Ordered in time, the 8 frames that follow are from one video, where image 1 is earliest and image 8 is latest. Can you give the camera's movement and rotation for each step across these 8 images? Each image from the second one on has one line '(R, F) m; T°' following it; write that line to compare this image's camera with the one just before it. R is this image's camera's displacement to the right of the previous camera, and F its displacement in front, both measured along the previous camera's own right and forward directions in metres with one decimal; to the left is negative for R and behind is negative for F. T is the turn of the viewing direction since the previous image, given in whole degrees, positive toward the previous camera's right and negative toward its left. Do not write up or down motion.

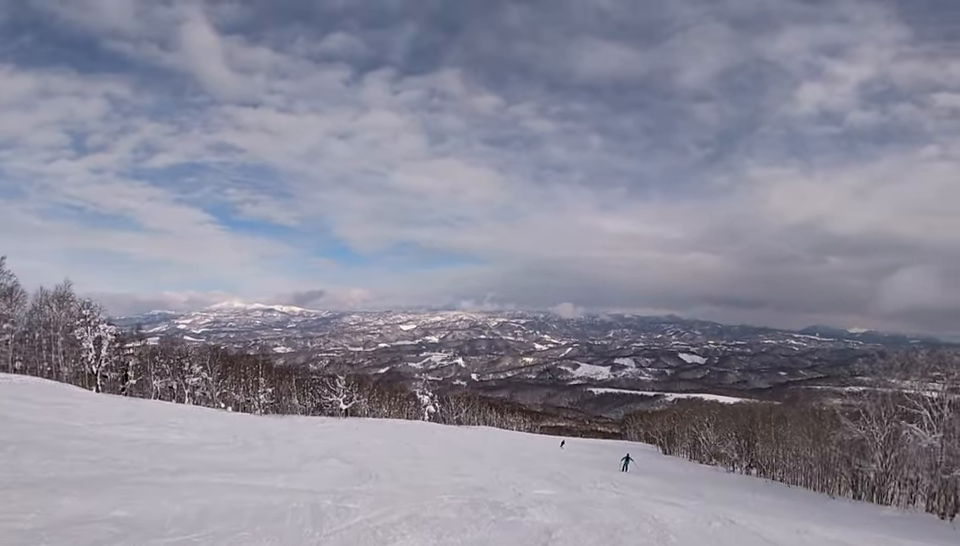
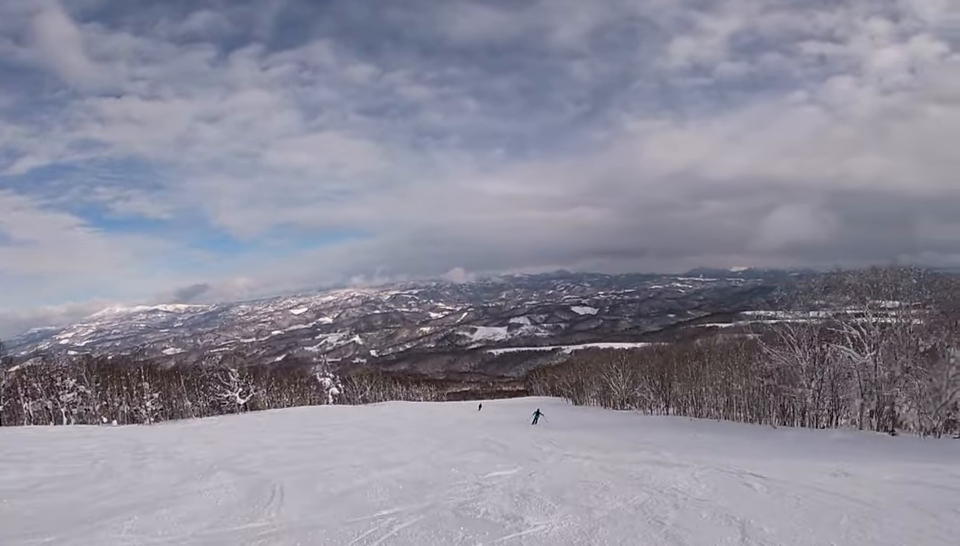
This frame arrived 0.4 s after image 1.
(0.0, +3.5) m; +6°
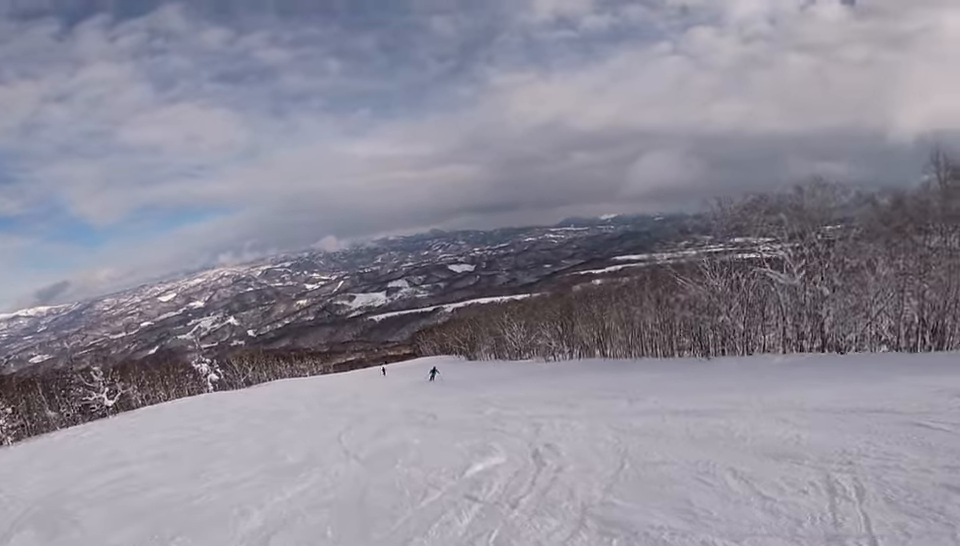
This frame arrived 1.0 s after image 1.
(+0.4, +4.5) m; +12°
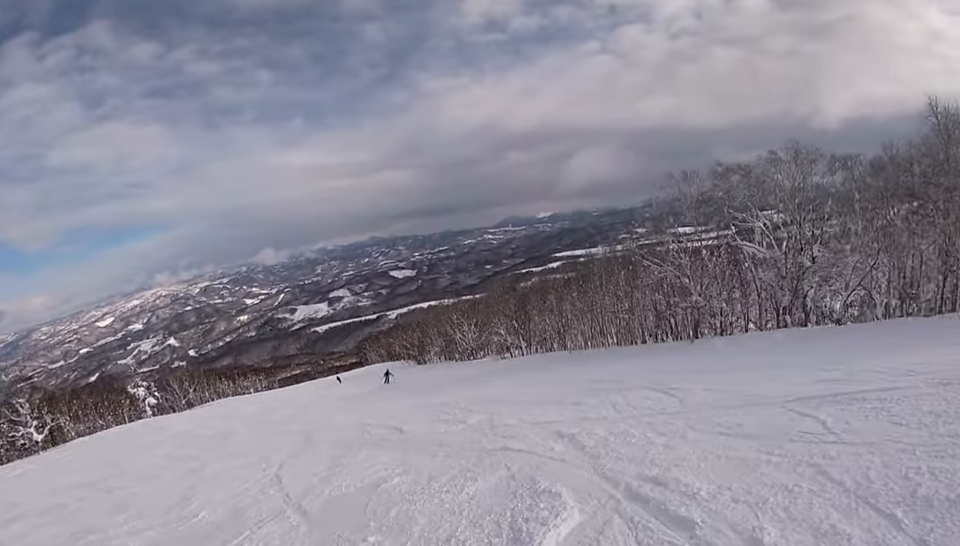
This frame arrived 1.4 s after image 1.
(0.0, +3.2) m; +7°
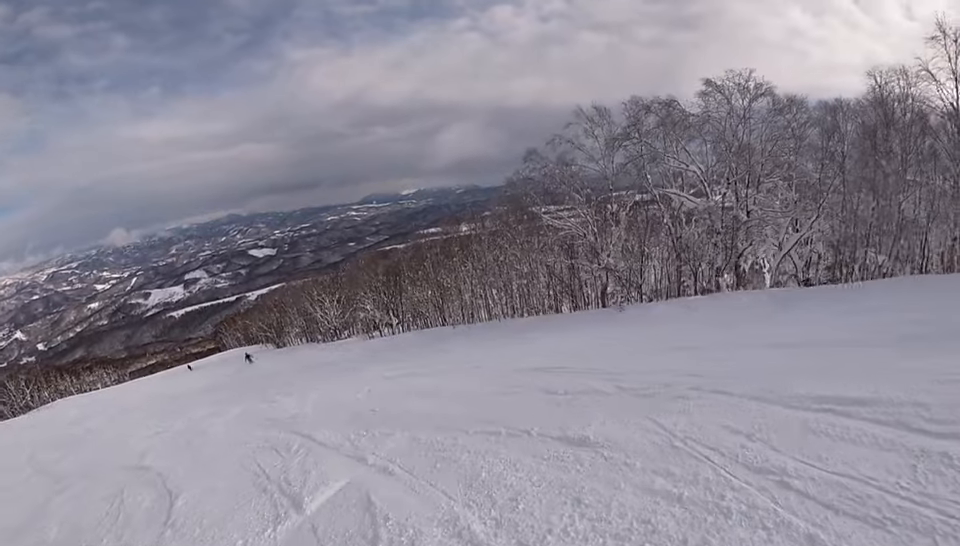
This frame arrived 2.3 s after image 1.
(+1.5, +7.2) m; +11°
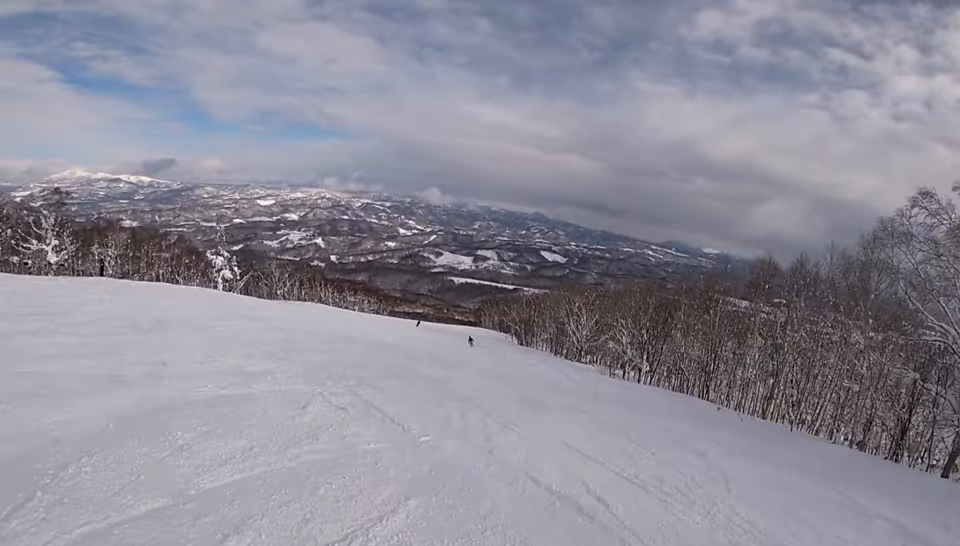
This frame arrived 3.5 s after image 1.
(-1.2, +9.0) m; -25°
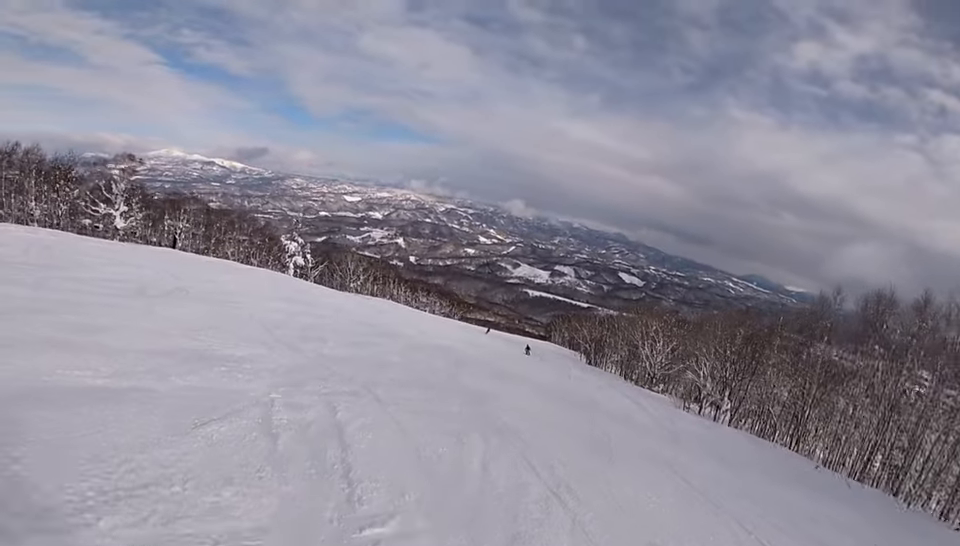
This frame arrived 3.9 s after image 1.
(-1.0, +3.2) m; -7°
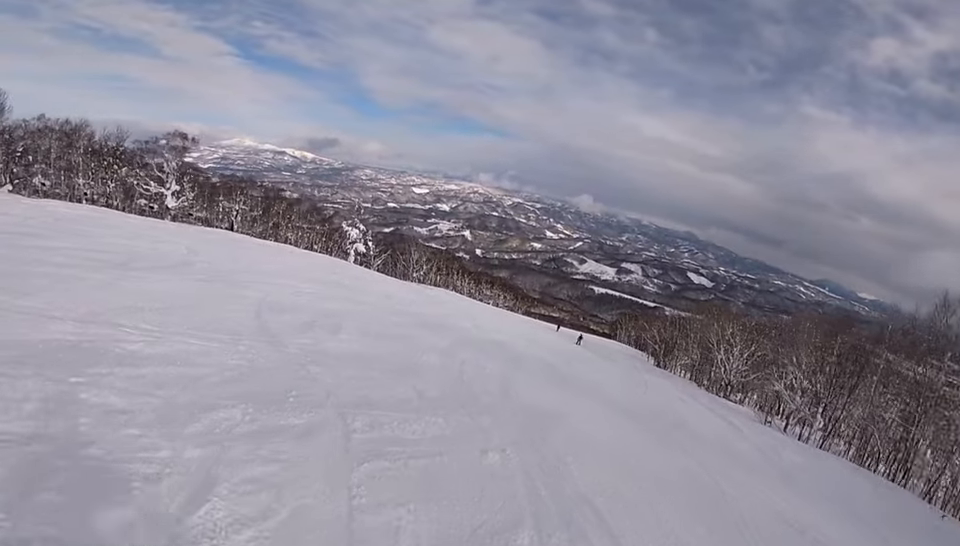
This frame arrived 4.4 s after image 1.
(-0.5, +3.7) m; -6°
